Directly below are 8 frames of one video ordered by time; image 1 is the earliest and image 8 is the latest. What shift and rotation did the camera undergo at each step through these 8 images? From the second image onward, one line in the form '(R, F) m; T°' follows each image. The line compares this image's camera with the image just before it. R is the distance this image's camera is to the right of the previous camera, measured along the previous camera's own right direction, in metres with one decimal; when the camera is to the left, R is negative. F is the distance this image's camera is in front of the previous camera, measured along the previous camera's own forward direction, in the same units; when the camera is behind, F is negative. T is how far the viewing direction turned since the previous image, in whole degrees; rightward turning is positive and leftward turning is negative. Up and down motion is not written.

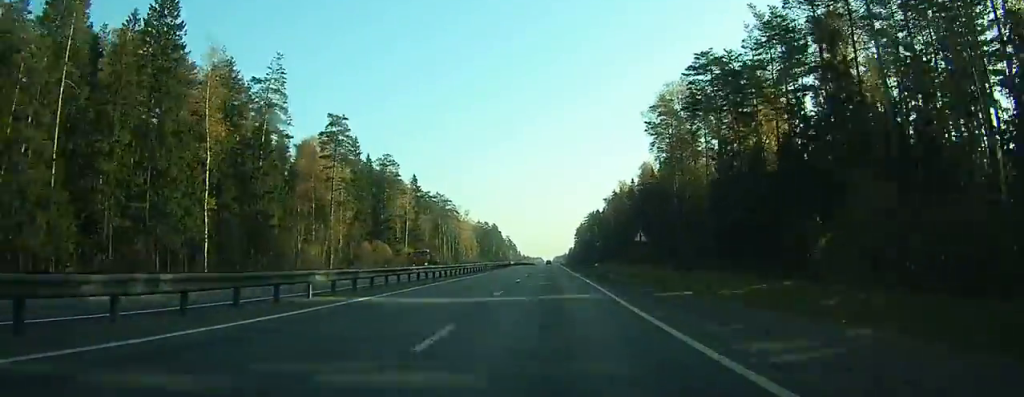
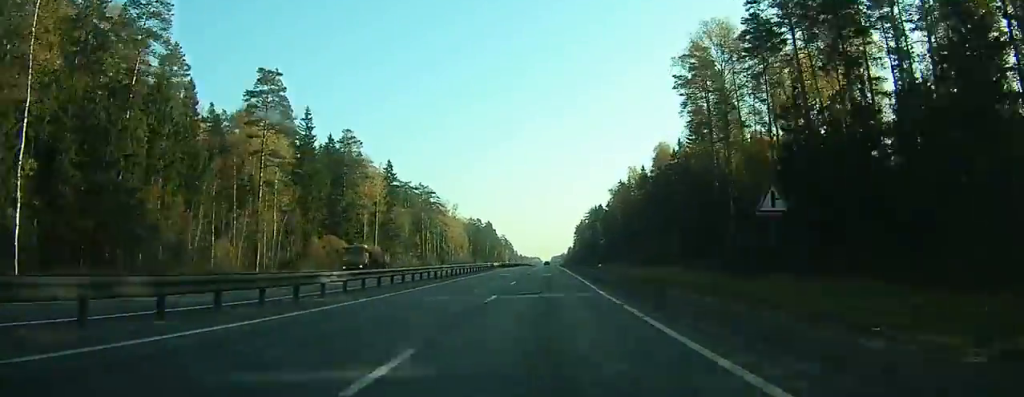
(0.0, +26.5) m; 0°
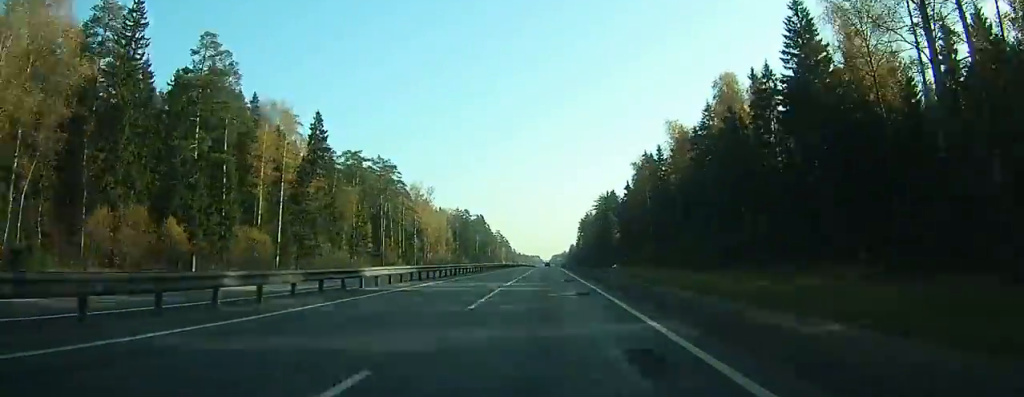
(+0.3, +49.9) m; 0°
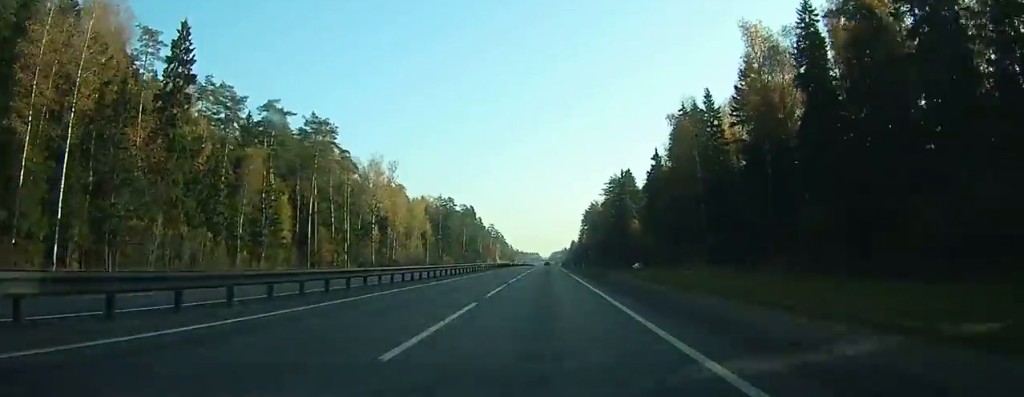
(-0.1, +43.3) m; 0°
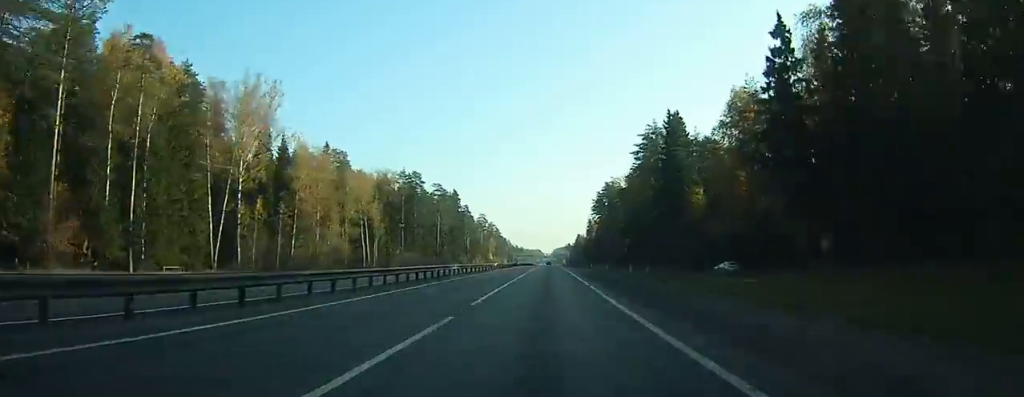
(-0.2, +63.4) m; 0°
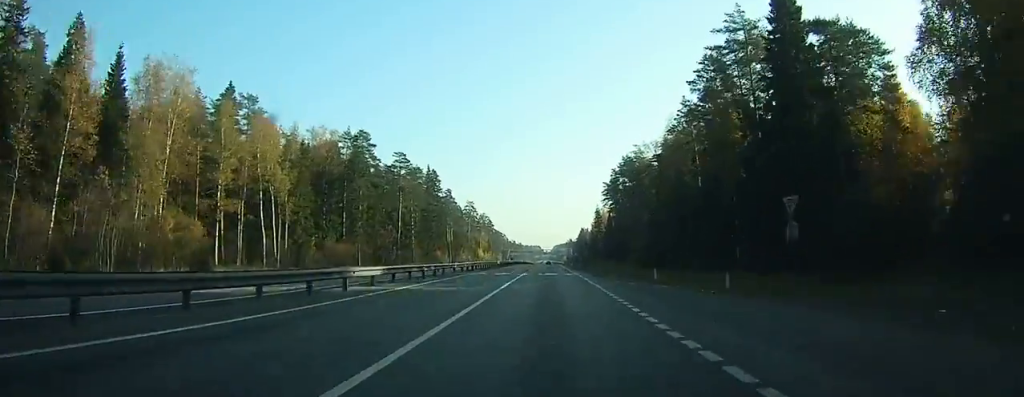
(0.0, +50.2) m; 0°
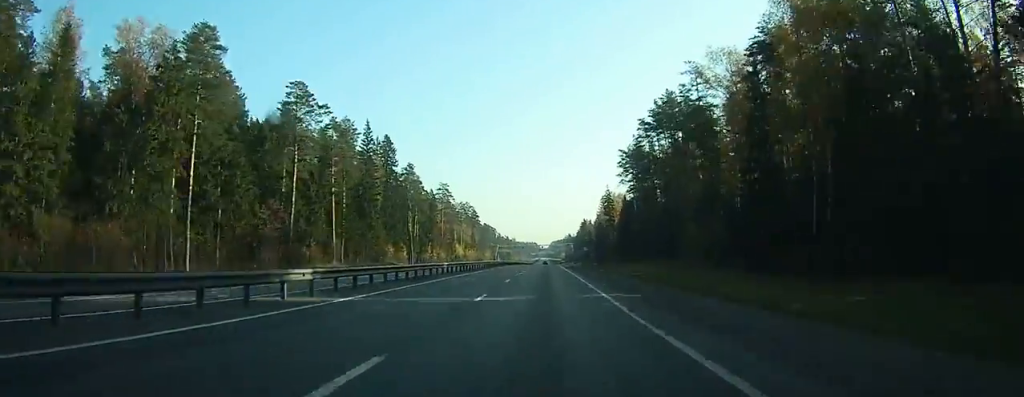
(+0.1, +58.4) m; 0°
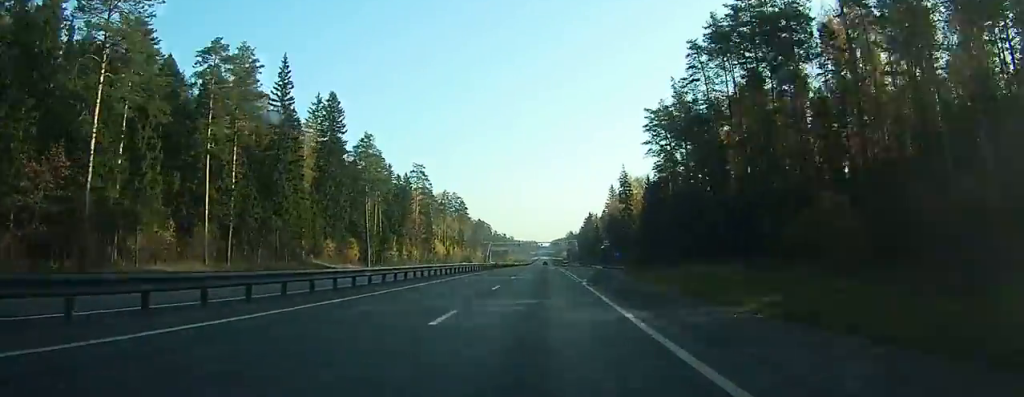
(0.0, +41.5) m; 0°
